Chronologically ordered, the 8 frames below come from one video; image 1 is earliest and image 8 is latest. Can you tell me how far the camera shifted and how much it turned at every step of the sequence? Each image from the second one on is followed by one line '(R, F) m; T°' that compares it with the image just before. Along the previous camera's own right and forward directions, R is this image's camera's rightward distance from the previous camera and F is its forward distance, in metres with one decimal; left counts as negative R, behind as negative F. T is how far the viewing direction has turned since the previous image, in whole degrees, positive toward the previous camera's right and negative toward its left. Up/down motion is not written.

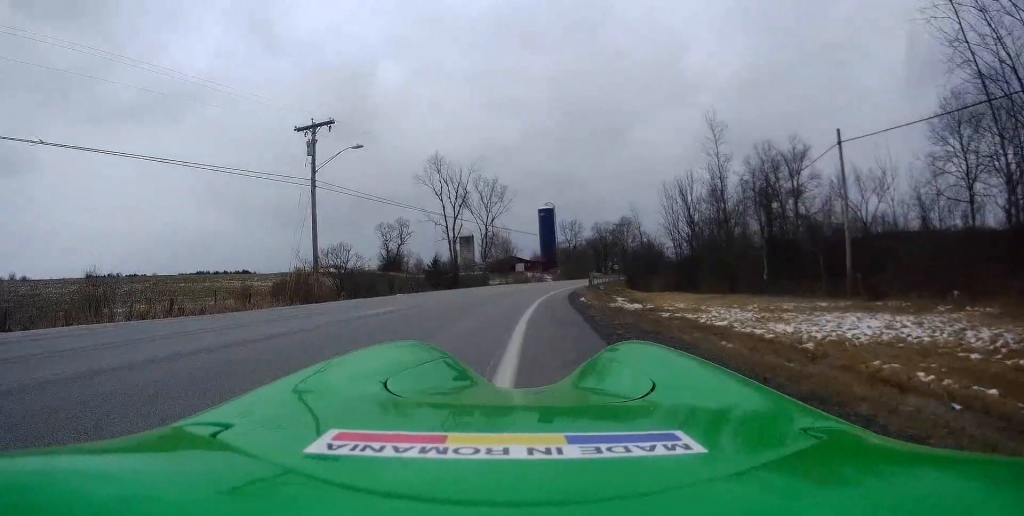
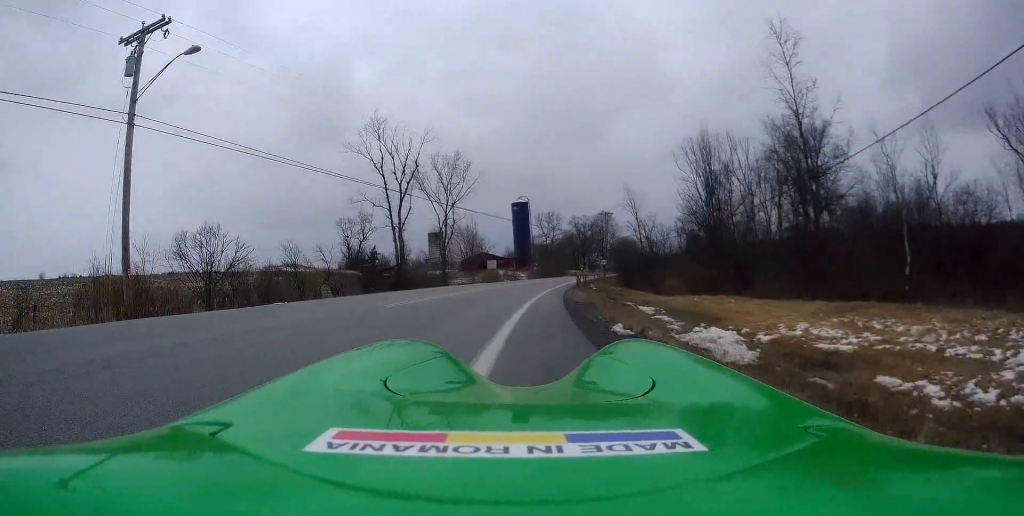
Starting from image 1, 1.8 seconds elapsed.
(+0.6, +13.7) m; +5°
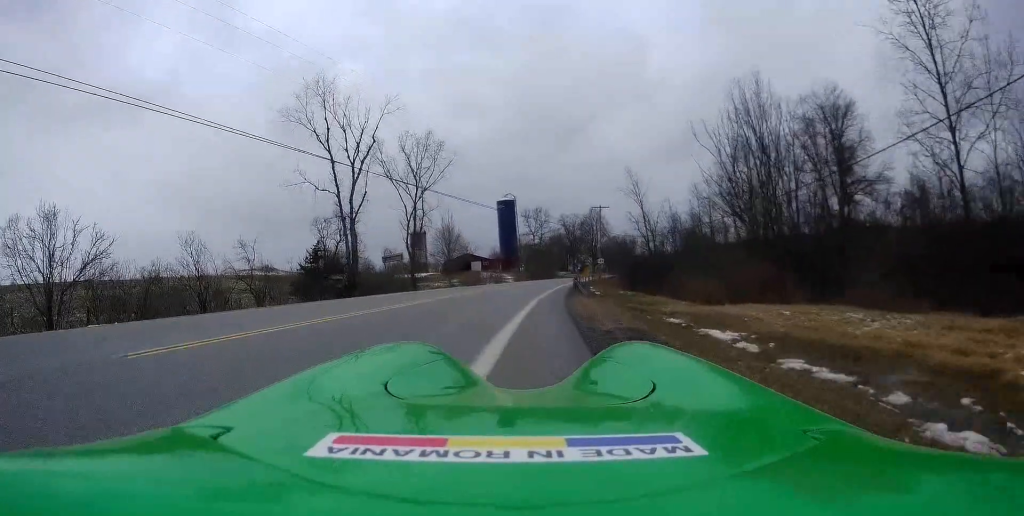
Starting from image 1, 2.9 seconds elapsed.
(+0.3, +9.4) m; 0°
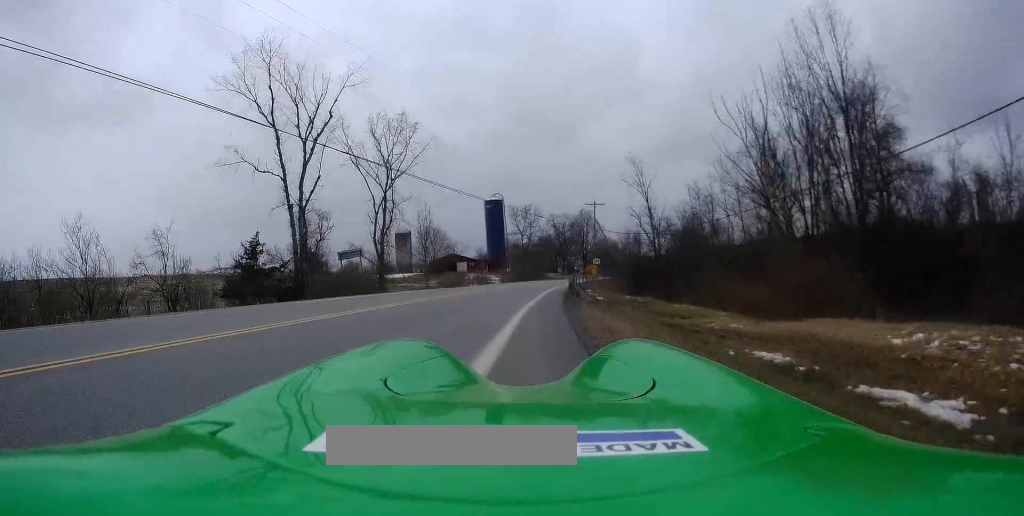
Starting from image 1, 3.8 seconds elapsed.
(-0.3, +6.7) m; 0°
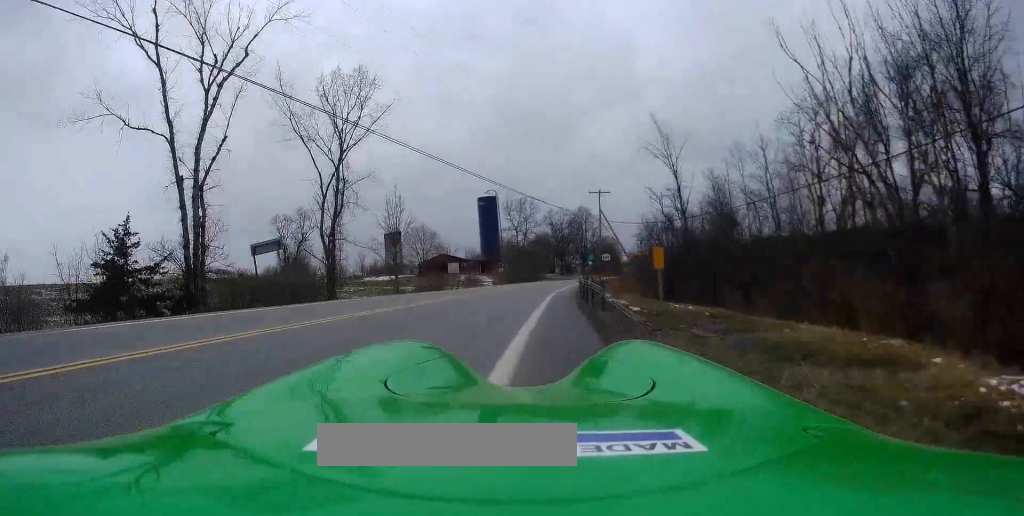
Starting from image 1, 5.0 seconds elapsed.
(+0.6, +10.1) m; +5°
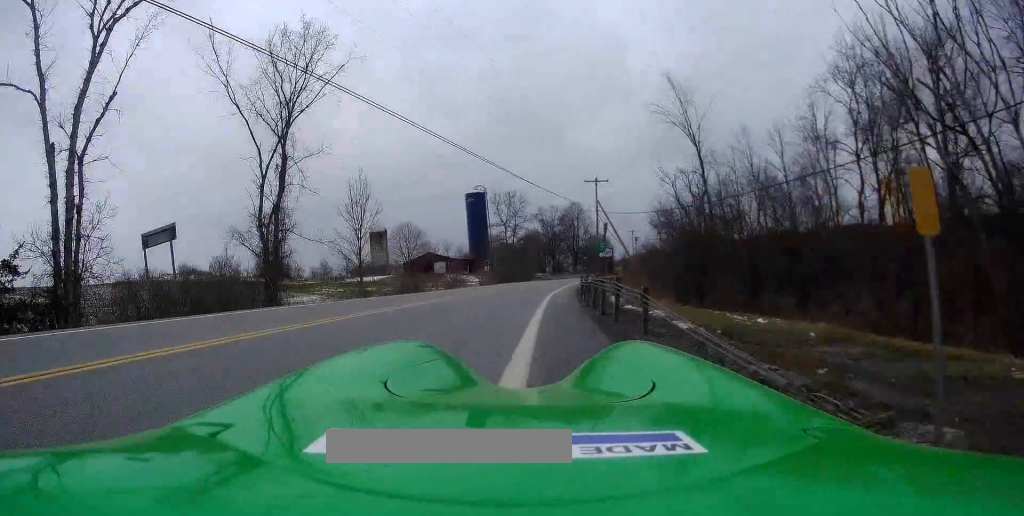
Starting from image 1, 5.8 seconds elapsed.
(+0.3, +6.5) m; 0°
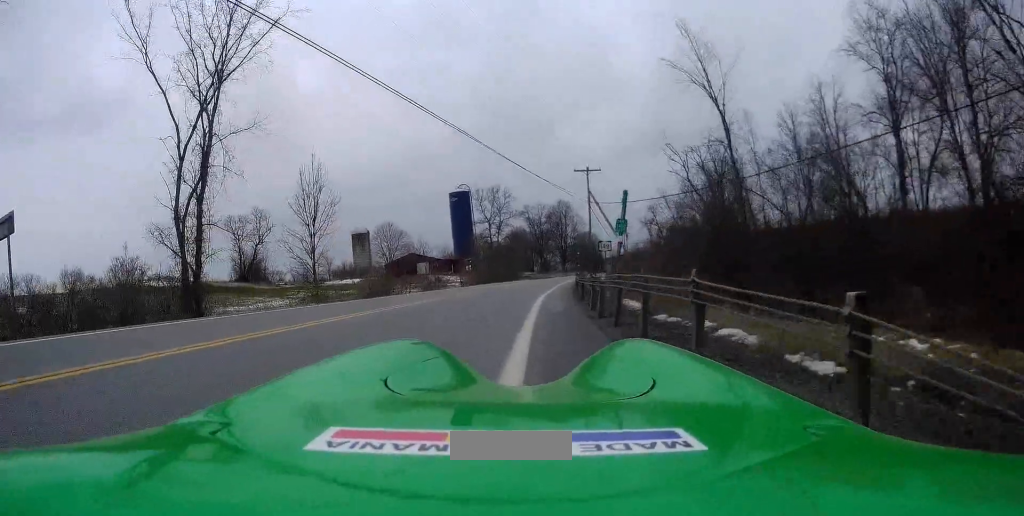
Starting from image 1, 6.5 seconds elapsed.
(-0.3, +5.9) m; -2°
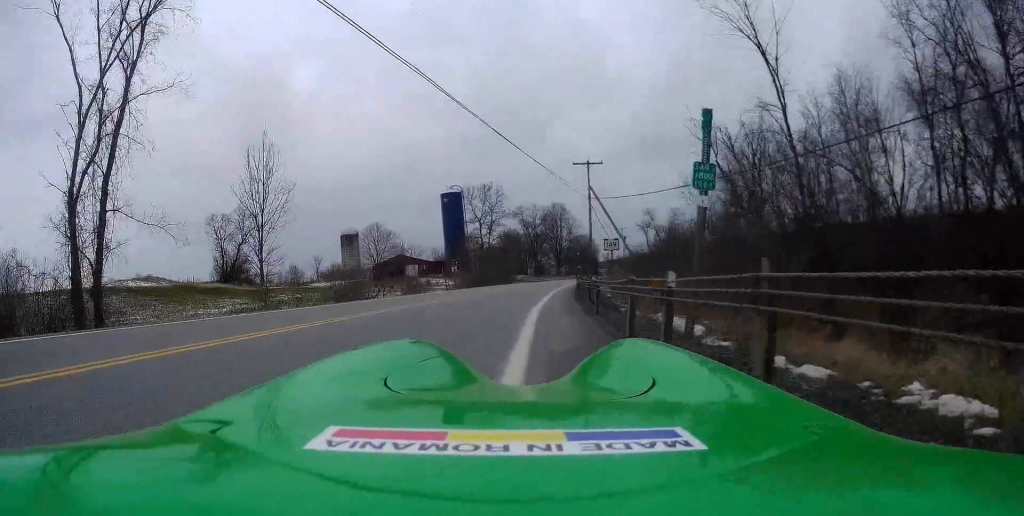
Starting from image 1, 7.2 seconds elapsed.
(-0.1, +5.5) m; -1°
